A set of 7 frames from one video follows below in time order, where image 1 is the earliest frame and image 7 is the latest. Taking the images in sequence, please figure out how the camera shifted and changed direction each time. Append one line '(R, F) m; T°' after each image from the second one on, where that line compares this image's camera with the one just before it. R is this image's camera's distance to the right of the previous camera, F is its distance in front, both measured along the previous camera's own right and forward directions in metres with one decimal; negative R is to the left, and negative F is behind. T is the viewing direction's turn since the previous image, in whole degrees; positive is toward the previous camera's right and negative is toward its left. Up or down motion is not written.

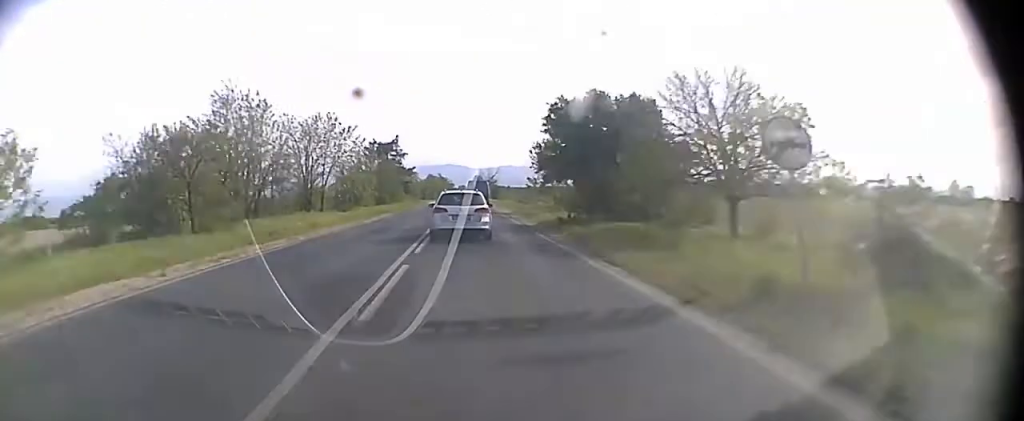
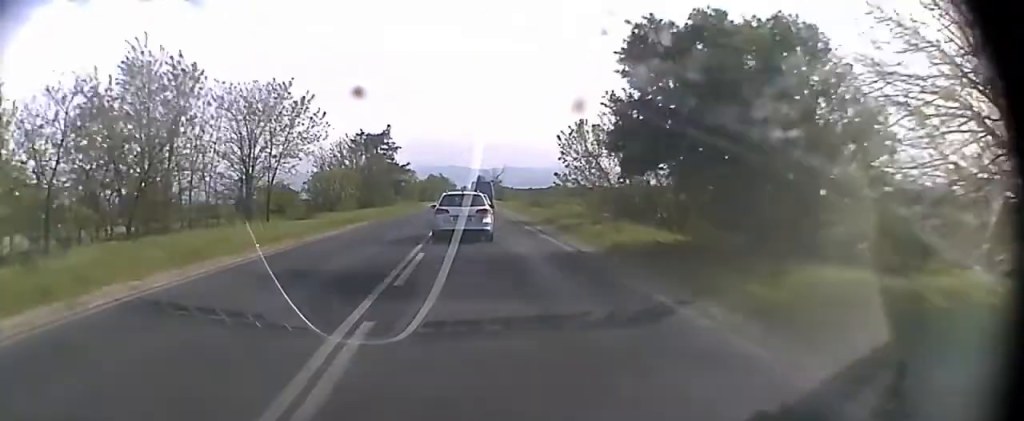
(0.0, +14.7) m; 0°
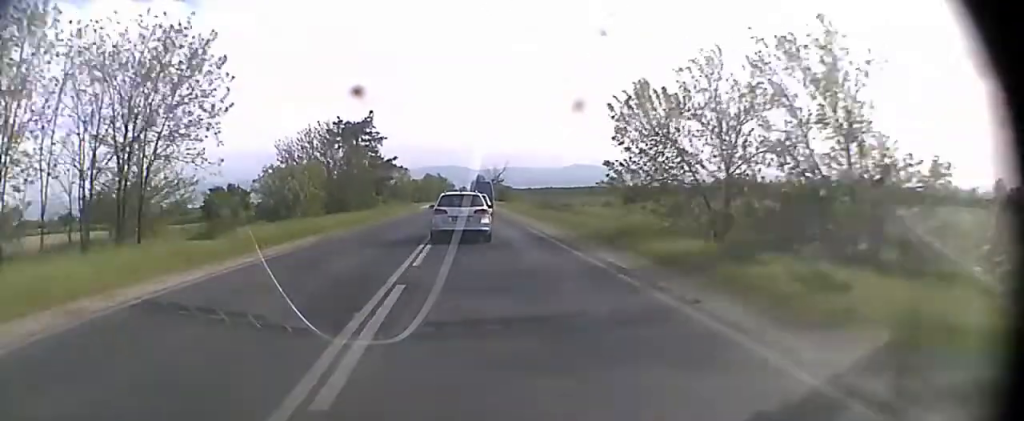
(0.0, +14.6) m; 0°
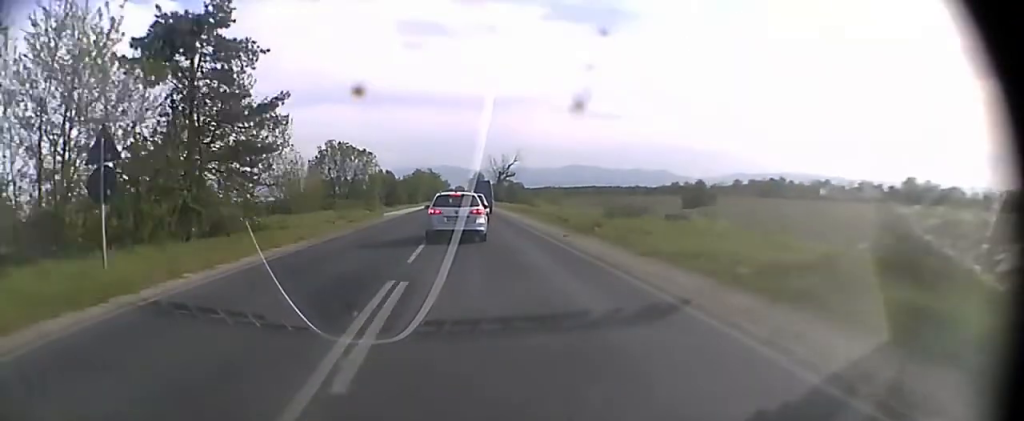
(0.0, +43.8) m; 0°
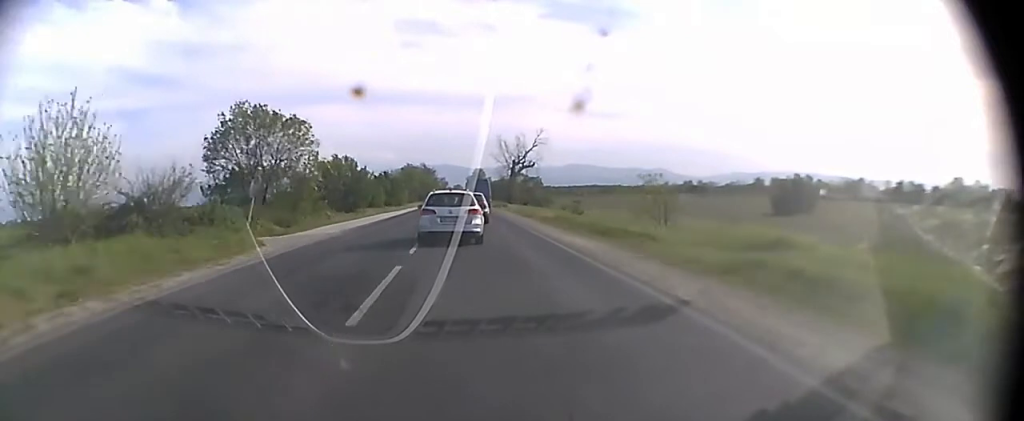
(0.0, +33.4) m; 0°
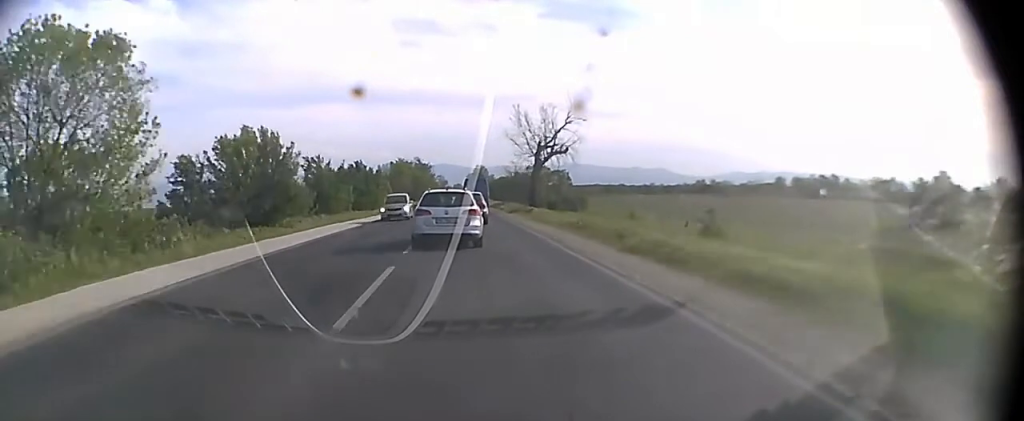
(0.0, +27.0) m; 0°
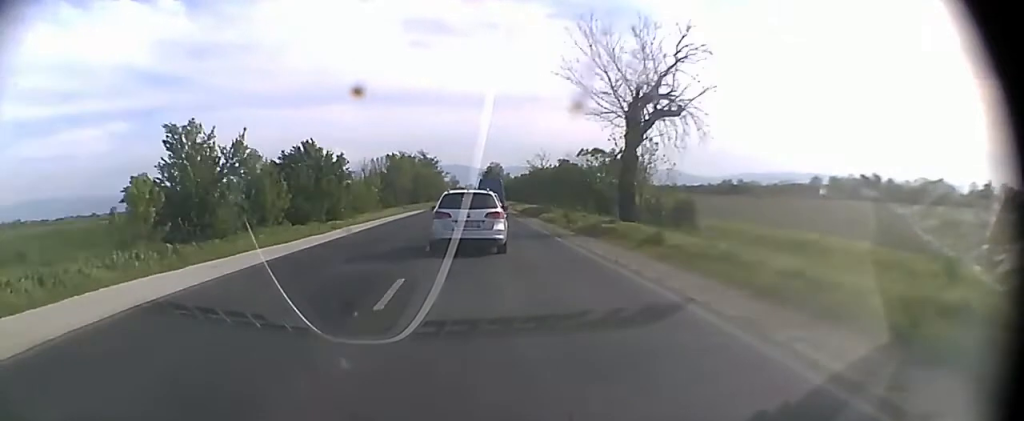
(-0.1, +26.5) m; 0°
